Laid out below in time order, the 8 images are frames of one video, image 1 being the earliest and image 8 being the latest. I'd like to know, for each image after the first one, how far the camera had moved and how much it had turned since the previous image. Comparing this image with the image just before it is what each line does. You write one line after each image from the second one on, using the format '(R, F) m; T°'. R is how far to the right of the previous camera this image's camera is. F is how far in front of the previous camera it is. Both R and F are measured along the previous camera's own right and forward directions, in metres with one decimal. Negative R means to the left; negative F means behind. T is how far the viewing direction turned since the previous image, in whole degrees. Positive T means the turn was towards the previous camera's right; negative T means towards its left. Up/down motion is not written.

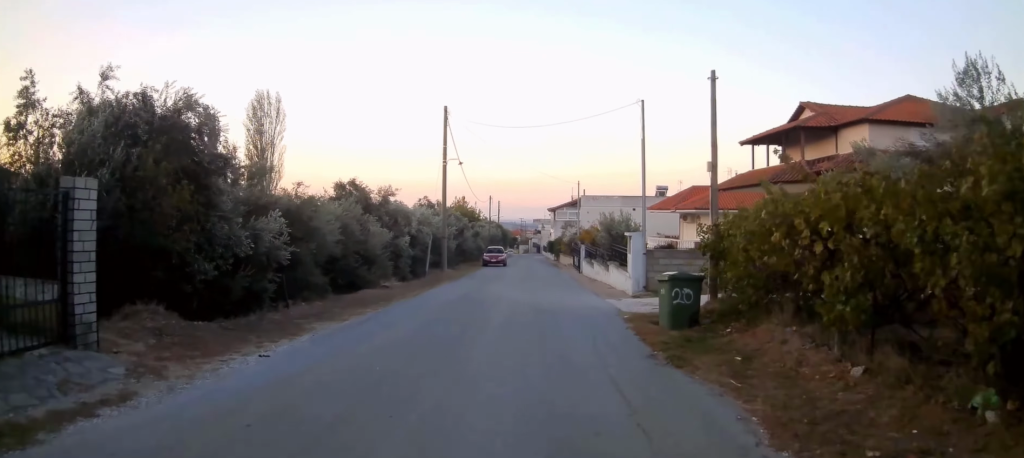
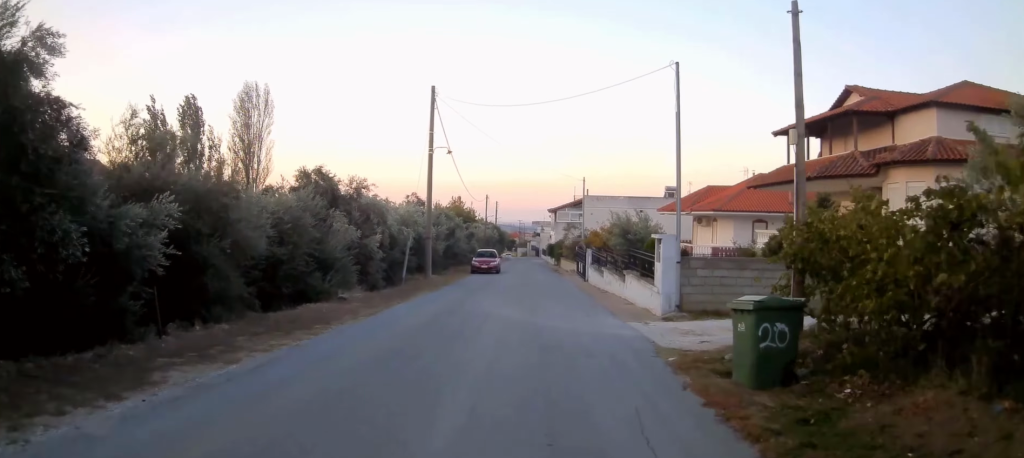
(0.0, +4.8) m; +1°
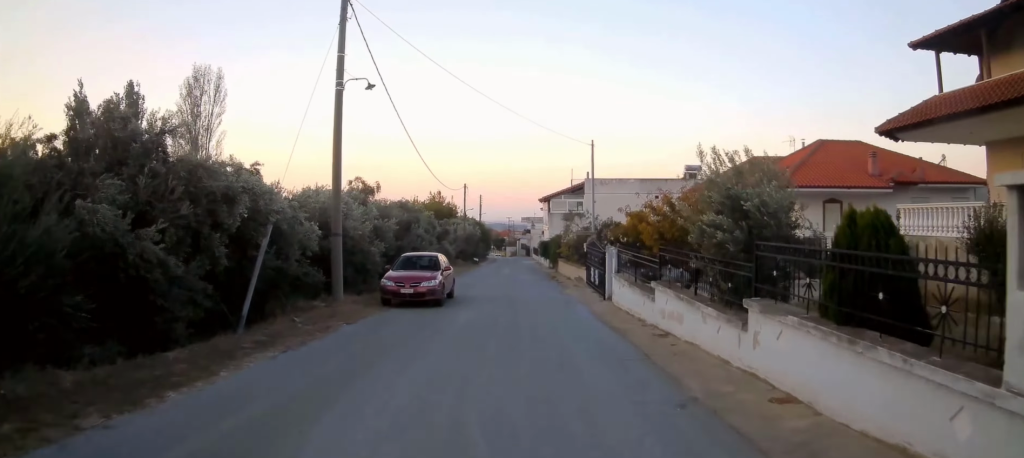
(+0.1, +12.6) m; 0°
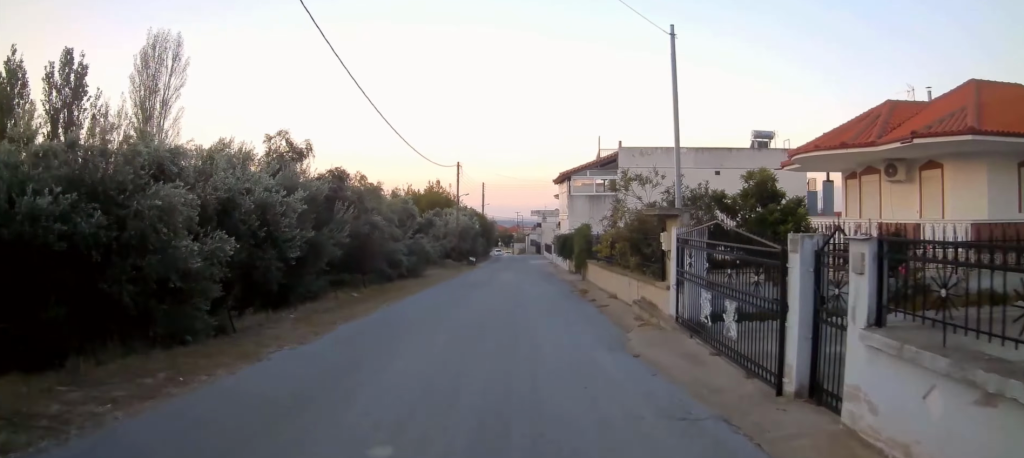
(-0.2, +13.8) m; -1°
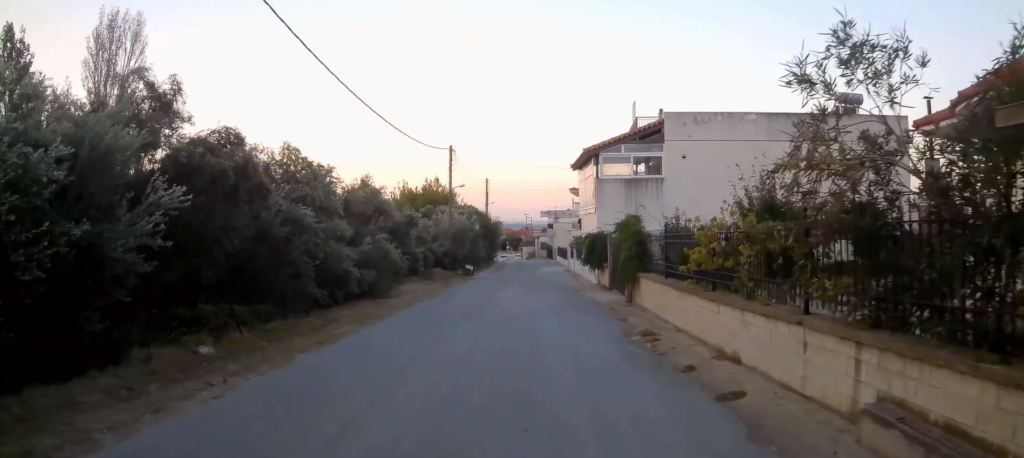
(0.0, +9.9) m; 0°
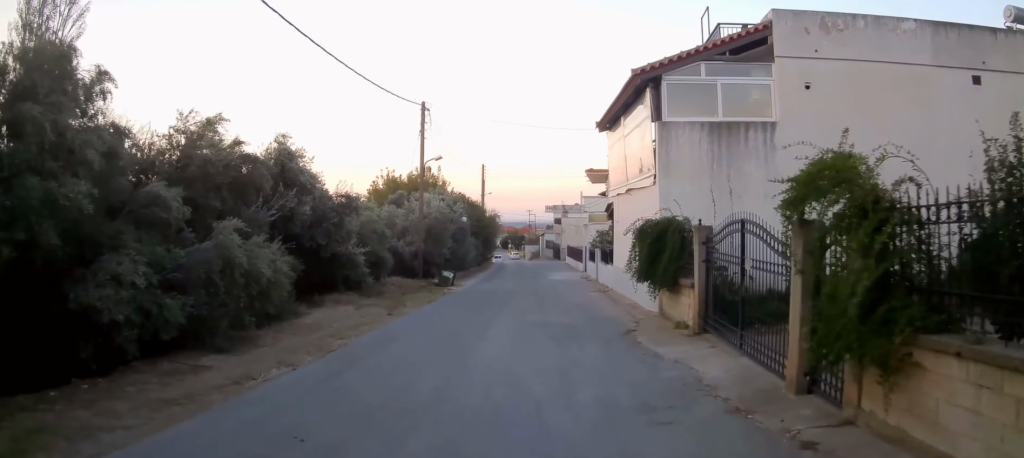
(0.0, +11.4) m; +1°
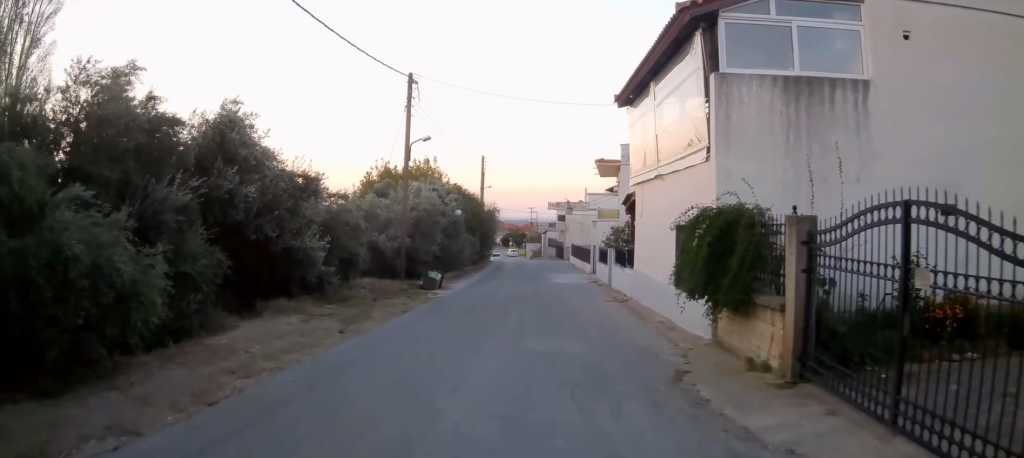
(0.0, +4.0) m; 0°
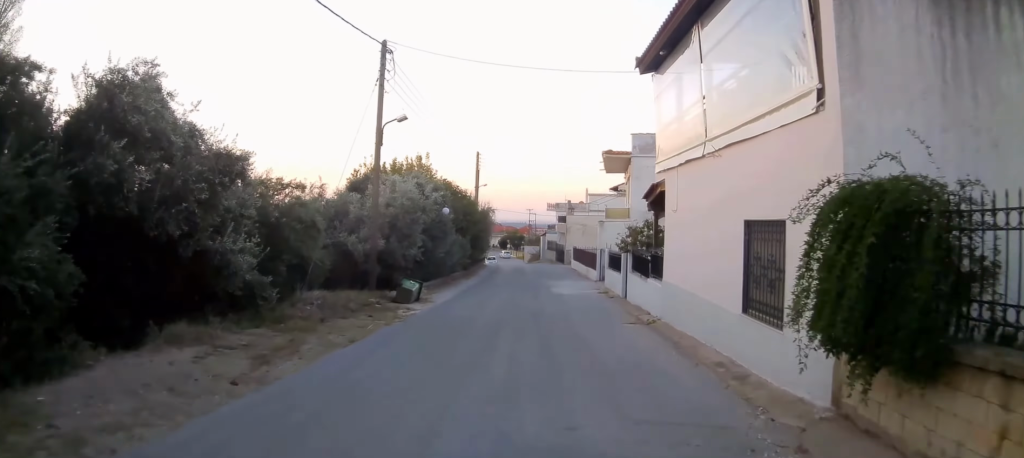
(0.0, +4.1) m; 0°
